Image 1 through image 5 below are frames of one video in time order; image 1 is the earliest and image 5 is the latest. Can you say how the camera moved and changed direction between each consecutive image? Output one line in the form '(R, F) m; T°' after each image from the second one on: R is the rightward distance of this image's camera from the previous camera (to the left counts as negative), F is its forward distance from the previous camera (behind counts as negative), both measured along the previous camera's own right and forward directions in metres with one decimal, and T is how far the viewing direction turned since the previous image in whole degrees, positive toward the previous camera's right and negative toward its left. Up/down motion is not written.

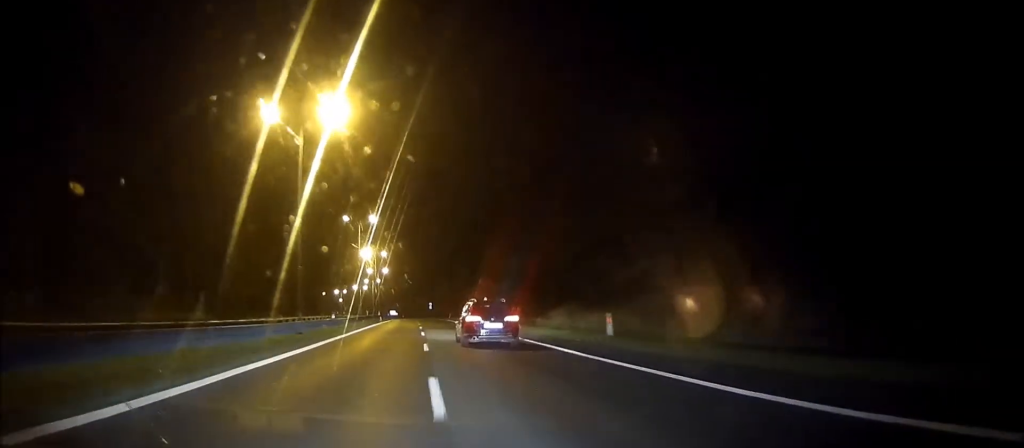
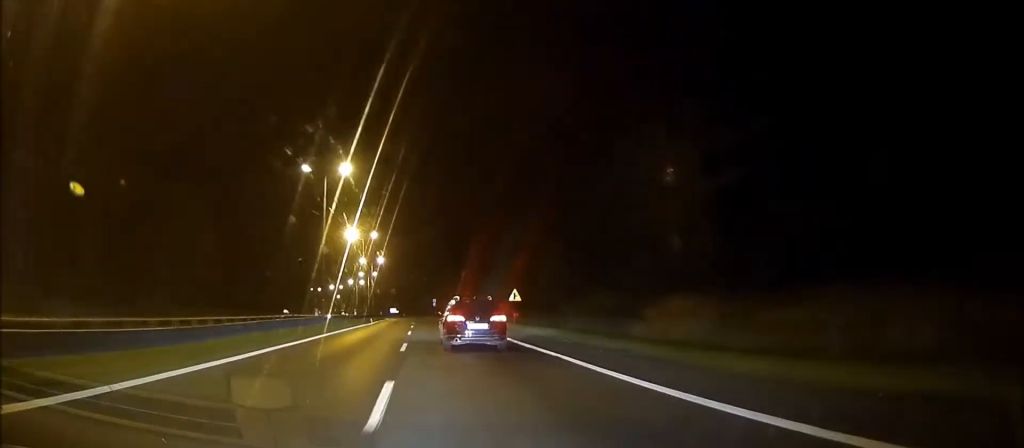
(0.0, +22.8) m; -1°
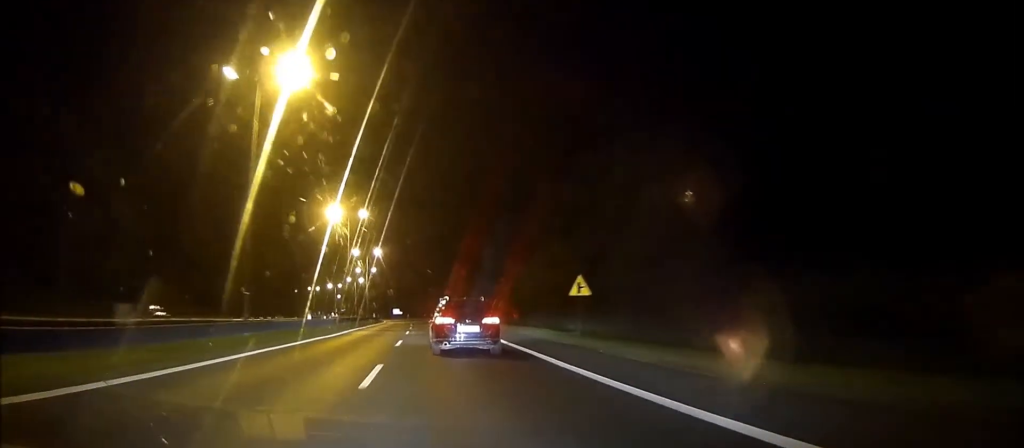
(-0.1, +18.8) m; -1°
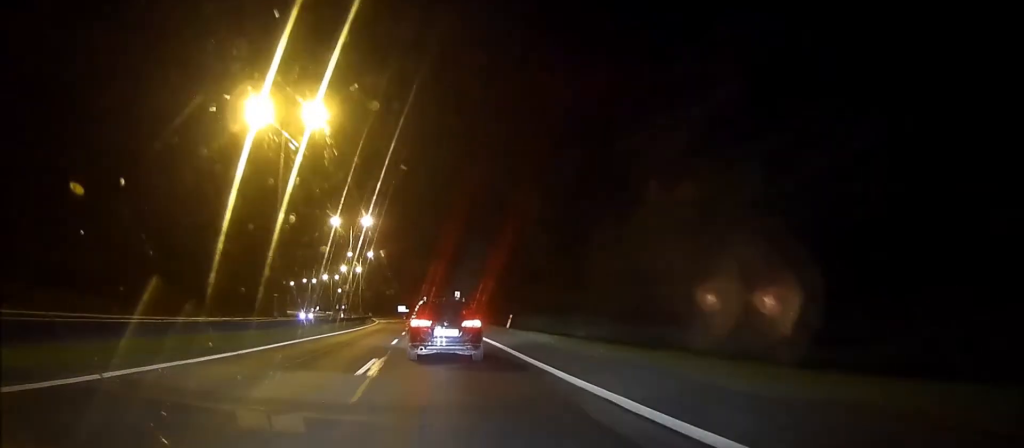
(-0.4, +31.3) m; -1°
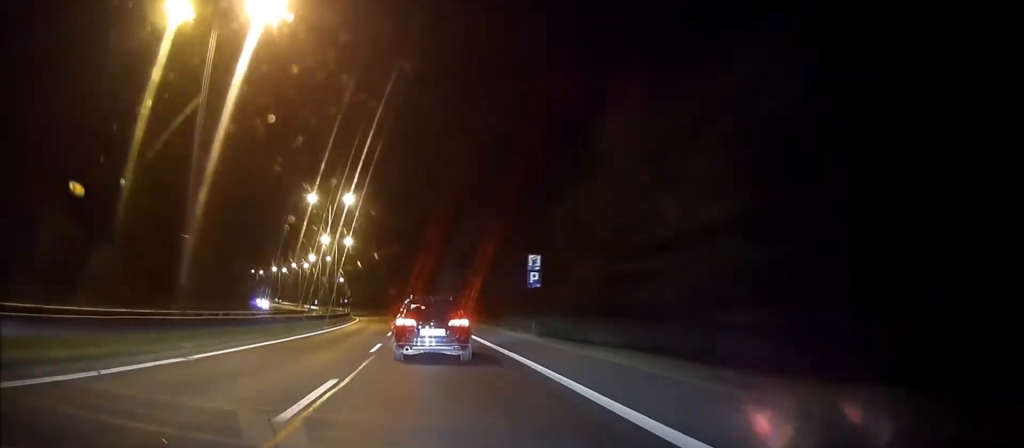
(-0.5, +49.9) m; -2°
